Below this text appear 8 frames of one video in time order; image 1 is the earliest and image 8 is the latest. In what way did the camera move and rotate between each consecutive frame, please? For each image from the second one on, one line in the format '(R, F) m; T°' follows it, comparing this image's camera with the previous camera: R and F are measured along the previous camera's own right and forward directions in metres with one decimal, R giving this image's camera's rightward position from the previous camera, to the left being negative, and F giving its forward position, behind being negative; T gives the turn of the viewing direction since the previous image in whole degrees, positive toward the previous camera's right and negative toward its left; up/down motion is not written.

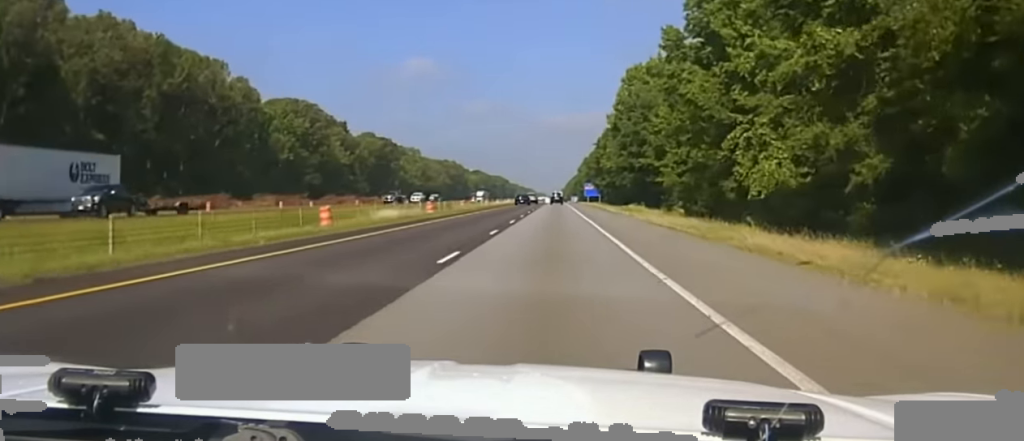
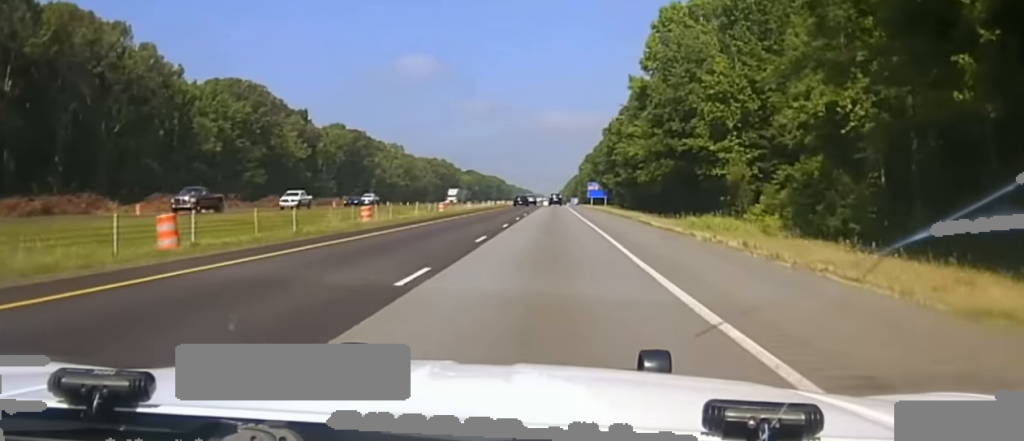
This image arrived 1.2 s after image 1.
(-0.2, +39.8) m; 0°
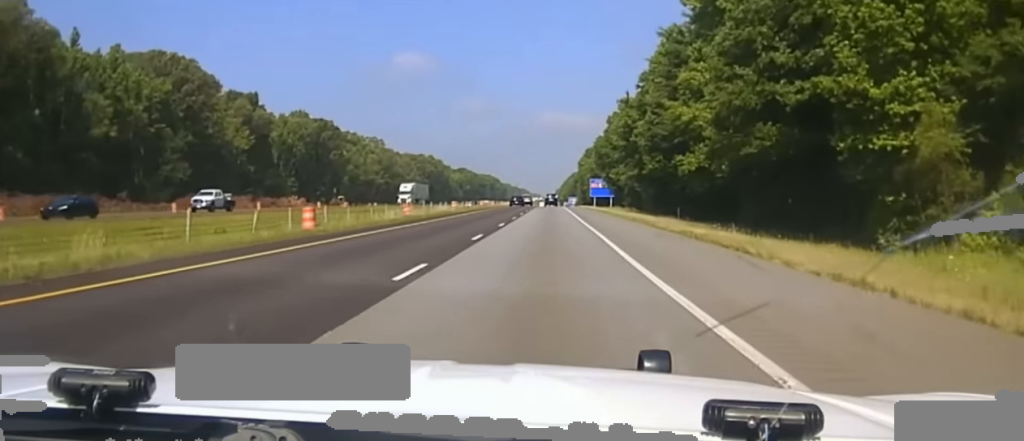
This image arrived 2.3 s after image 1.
(+0.1, +40.4) m; 0°
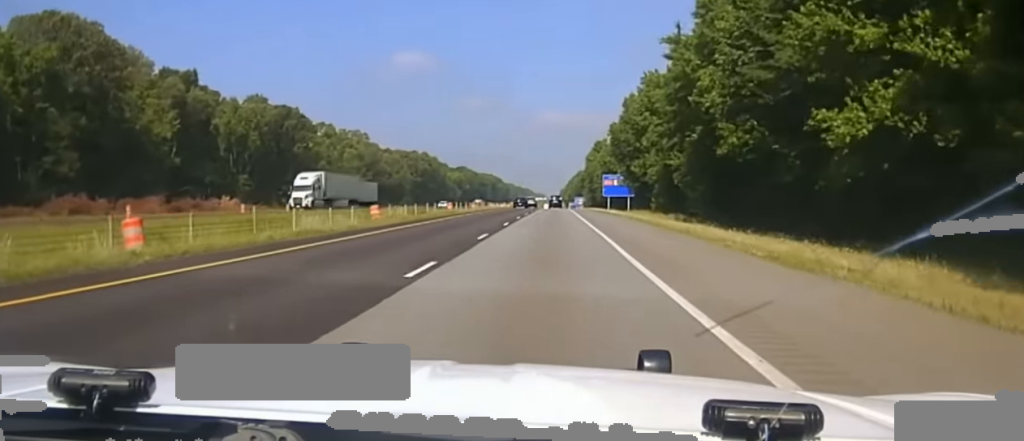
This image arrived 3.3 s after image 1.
(0.0, +44.4) m; 0°
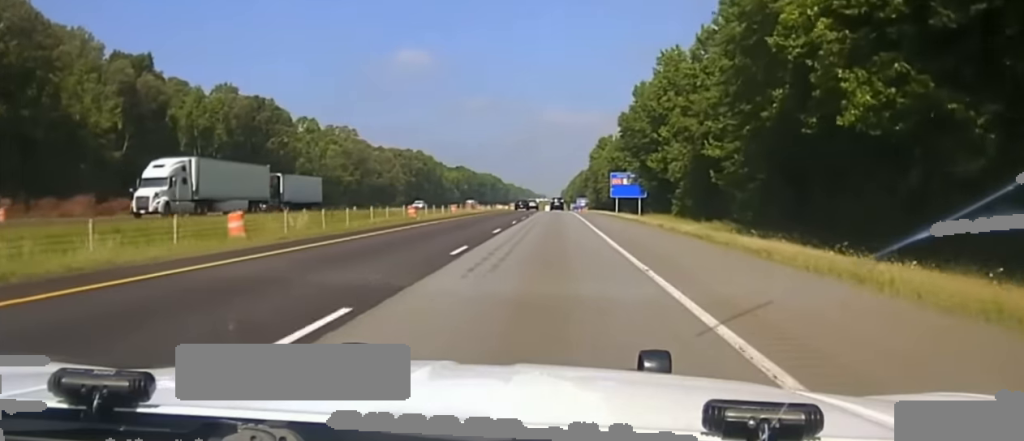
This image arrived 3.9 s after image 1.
(0.0, +22.0) m; 0°
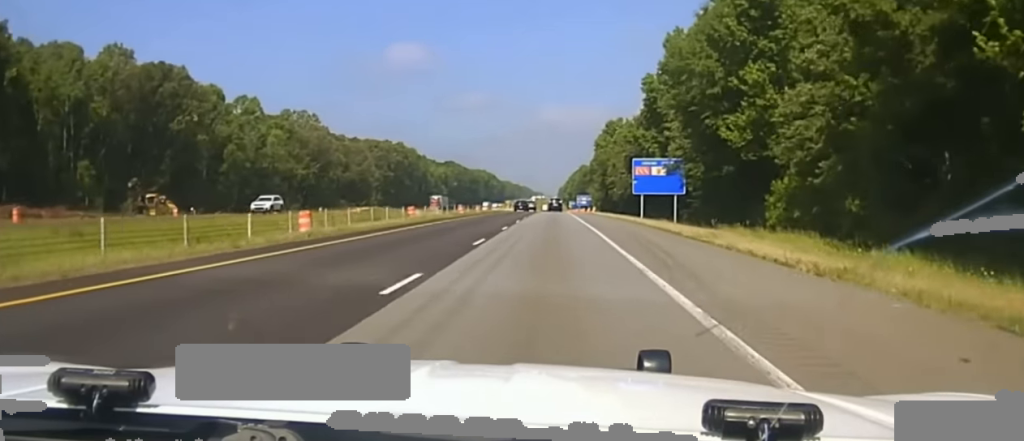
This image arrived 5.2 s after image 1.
(-0.1, +48.2) m; 0°
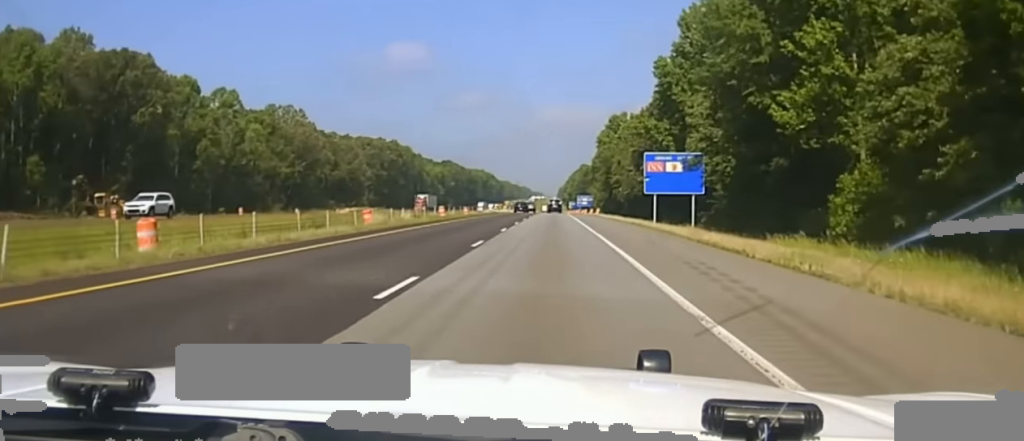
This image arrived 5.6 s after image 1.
(-0.1, +13.0) m; 0°
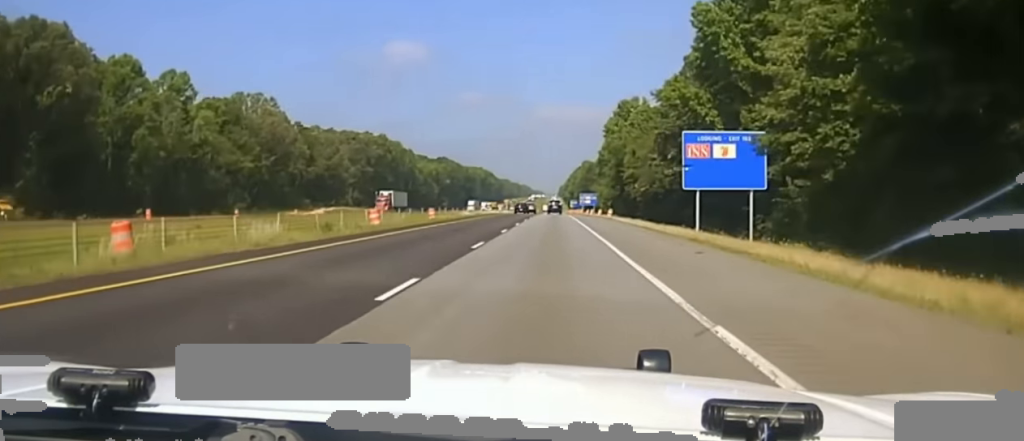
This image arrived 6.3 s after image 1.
(+0.2, +18.8) m; 0°
